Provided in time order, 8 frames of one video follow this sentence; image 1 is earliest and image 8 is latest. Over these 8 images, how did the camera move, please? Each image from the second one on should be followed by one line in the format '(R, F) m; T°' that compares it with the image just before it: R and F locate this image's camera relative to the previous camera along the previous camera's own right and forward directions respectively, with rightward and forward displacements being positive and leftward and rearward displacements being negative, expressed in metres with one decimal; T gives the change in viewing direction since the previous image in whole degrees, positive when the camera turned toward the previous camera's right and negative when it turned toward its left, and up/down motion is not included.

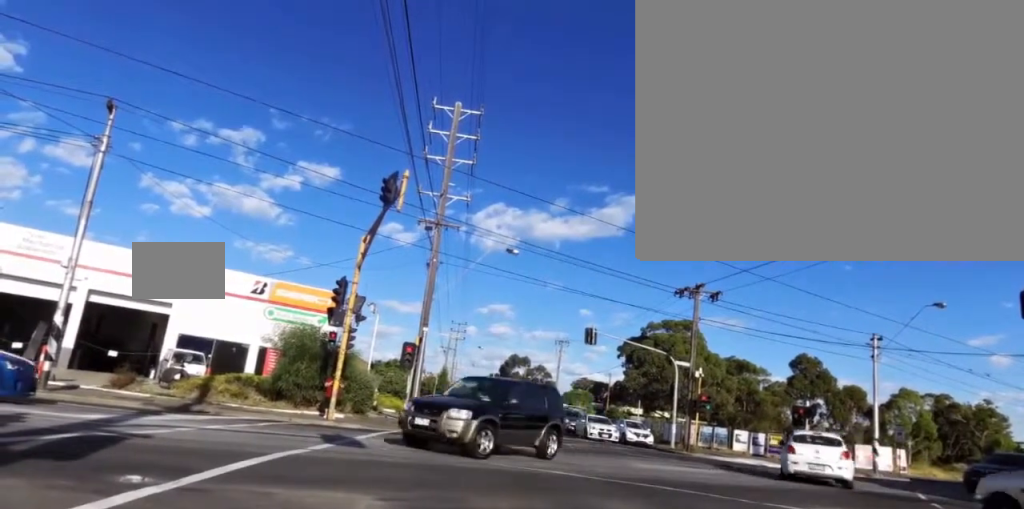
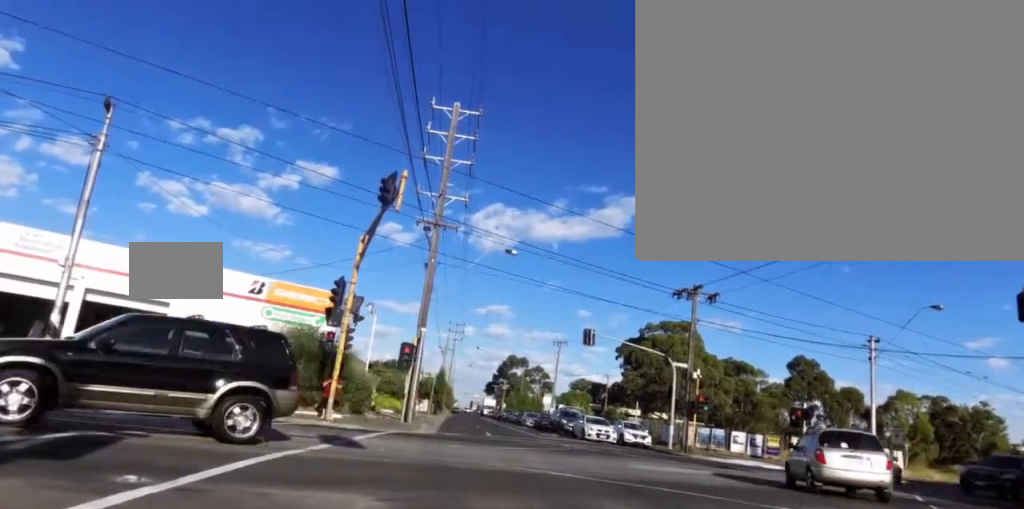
(0.0, 0.0) m; 0°
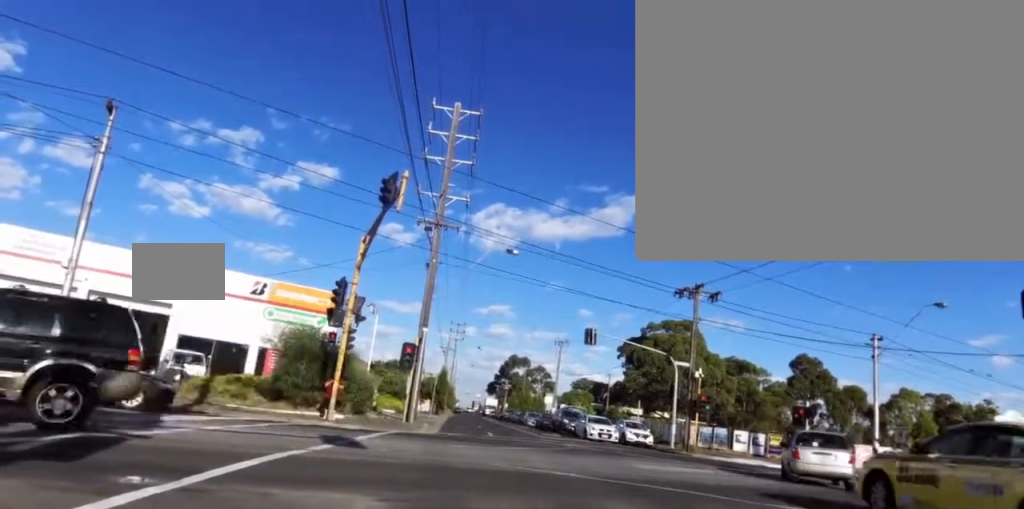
(0.0, 0.0) m; 0°
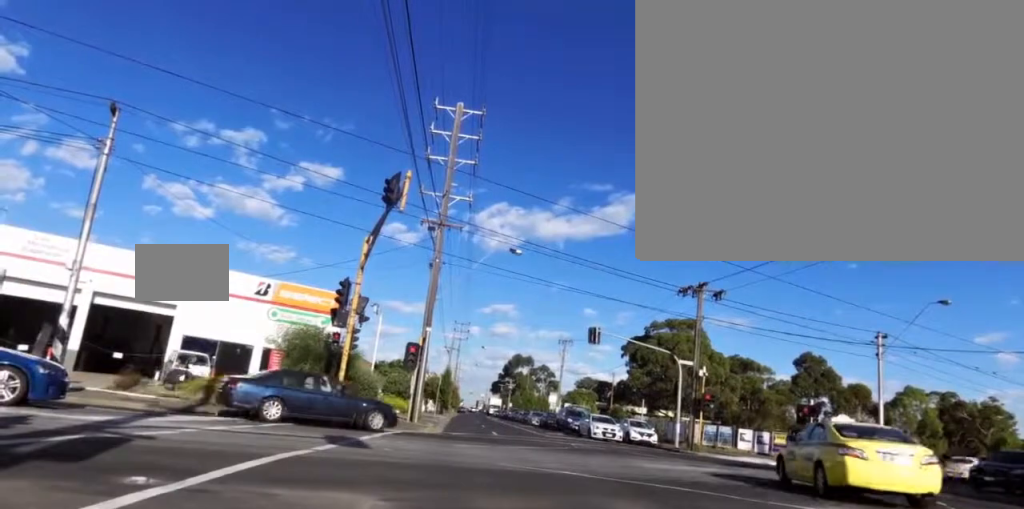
(0.0, 0.0) m; 0°
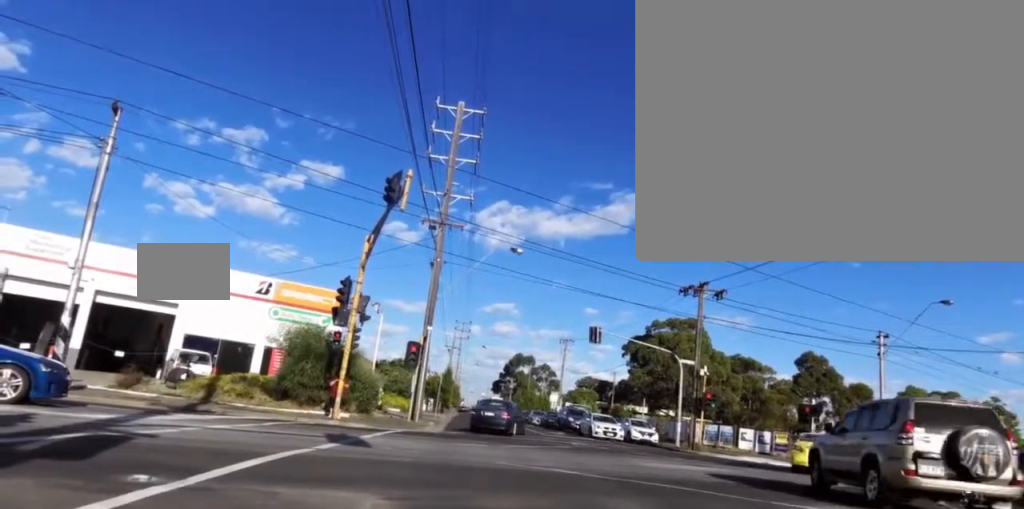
(0.0, +2.3) m; 0°
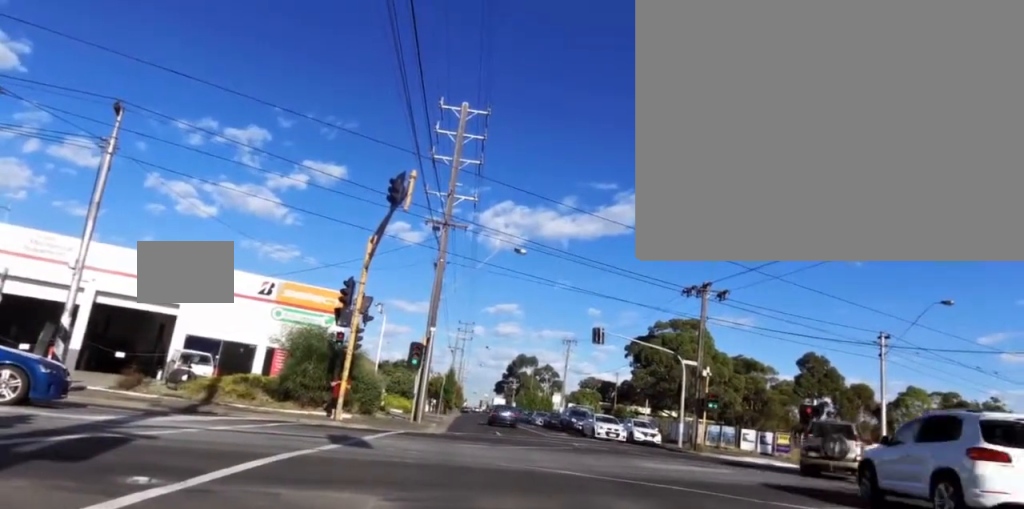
(0.0, +5.1) m; 0°
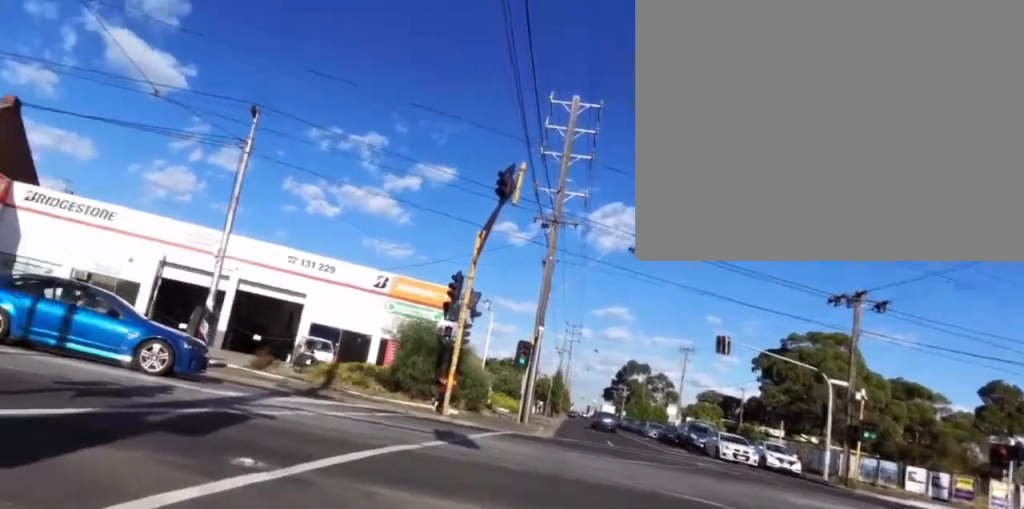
(0.0, +3.4) m; 0°
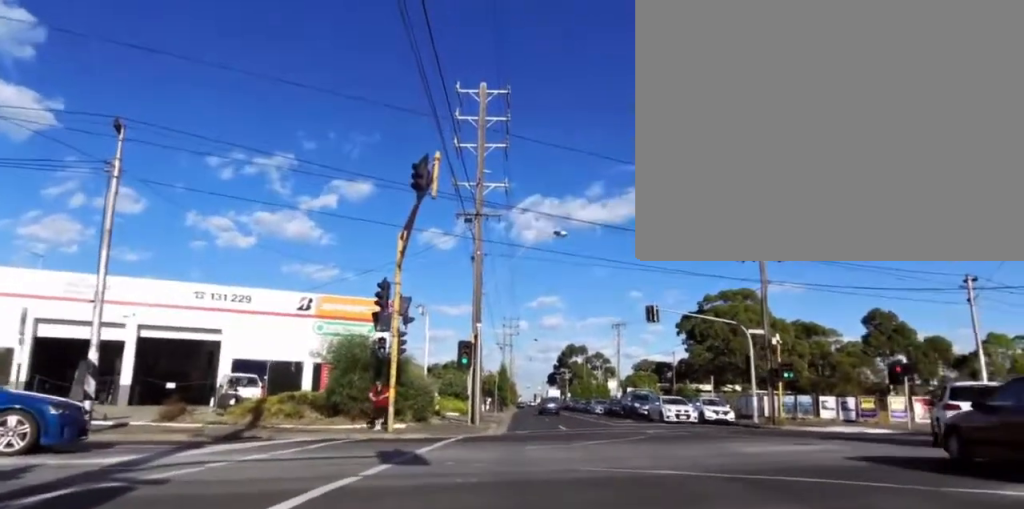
(0.0, +2.3) m; +3°
